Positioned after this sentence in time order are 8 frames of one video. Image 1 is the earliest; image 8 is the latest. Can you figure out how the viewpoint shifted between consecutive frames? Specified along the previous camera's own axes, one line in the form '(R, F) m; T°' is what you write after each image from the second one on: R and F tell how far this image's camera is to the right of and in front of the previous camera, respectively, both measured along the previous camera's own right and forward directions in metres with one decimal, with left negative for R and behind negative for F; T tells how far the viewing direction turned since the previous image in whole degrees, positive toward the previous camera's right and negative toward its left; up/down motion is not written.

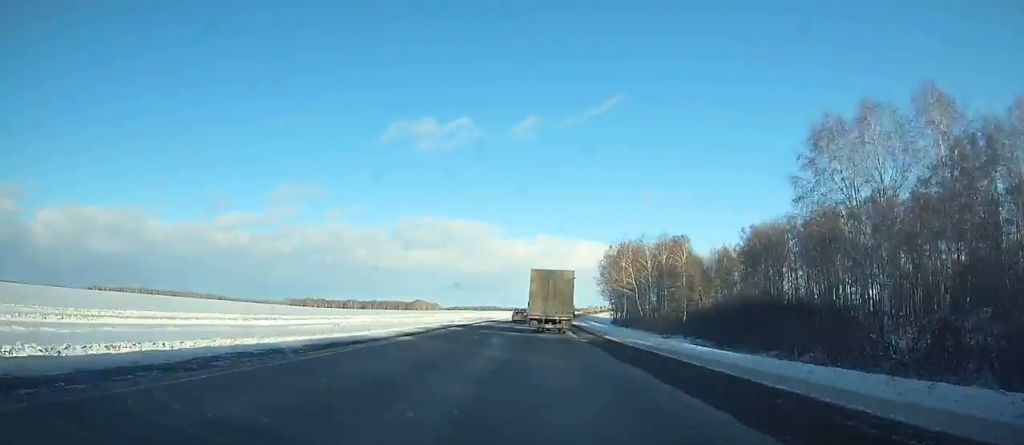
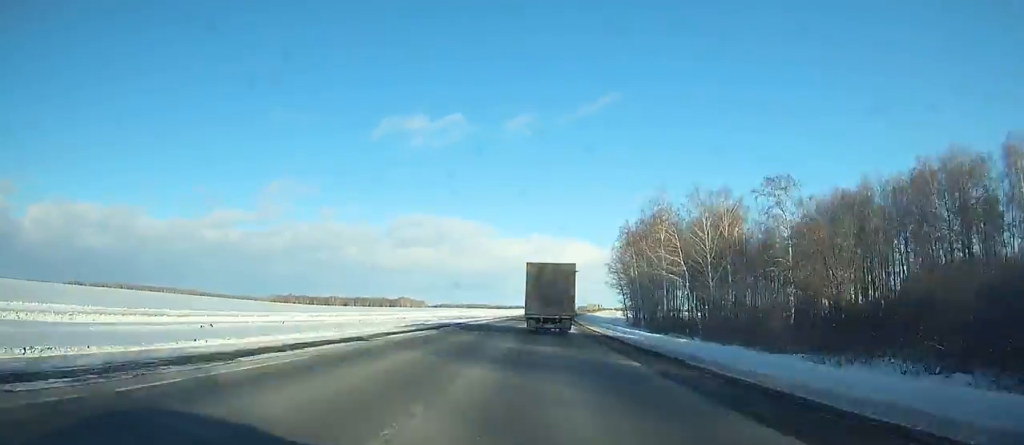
(-0.3, +38.5) m; +1°
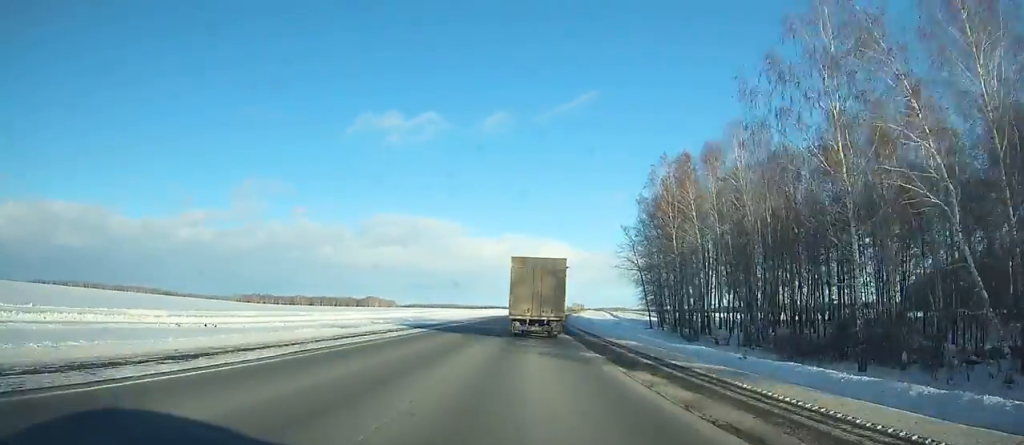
(+0.9, +45.0) m; +1°
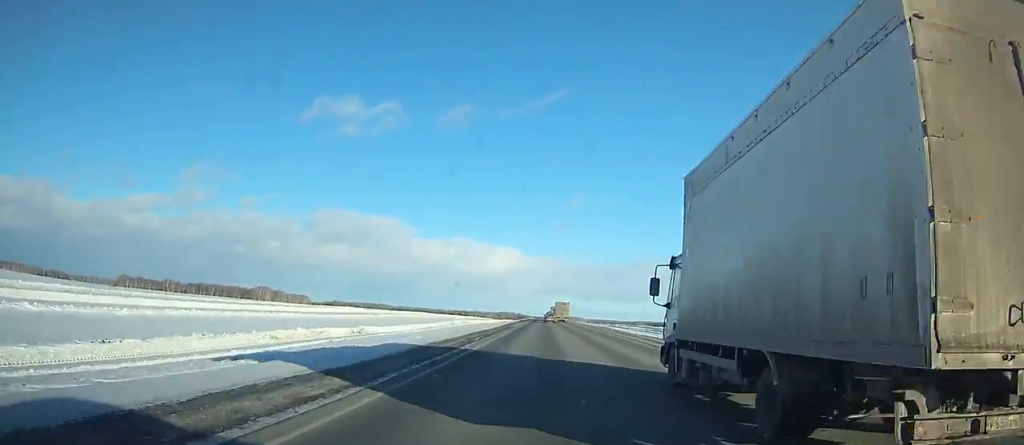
(+15.9, +253.2) m; +6°
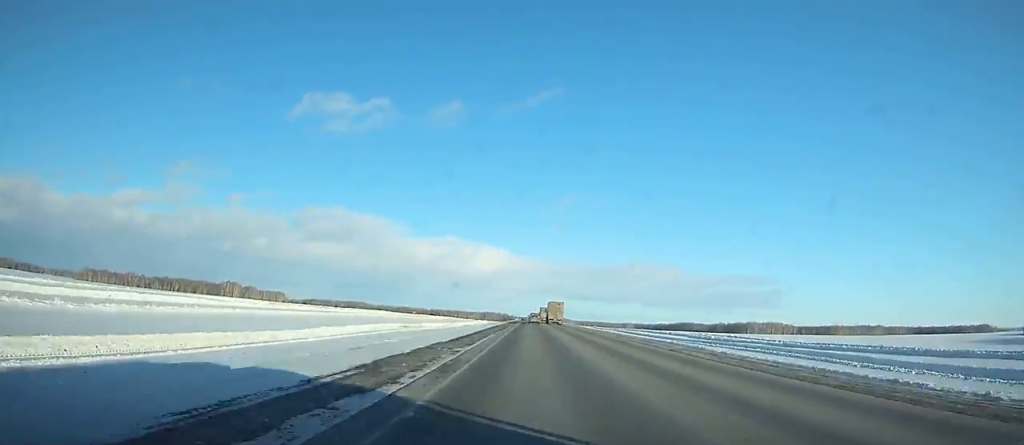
(+0.1, +53.7) m; +1°
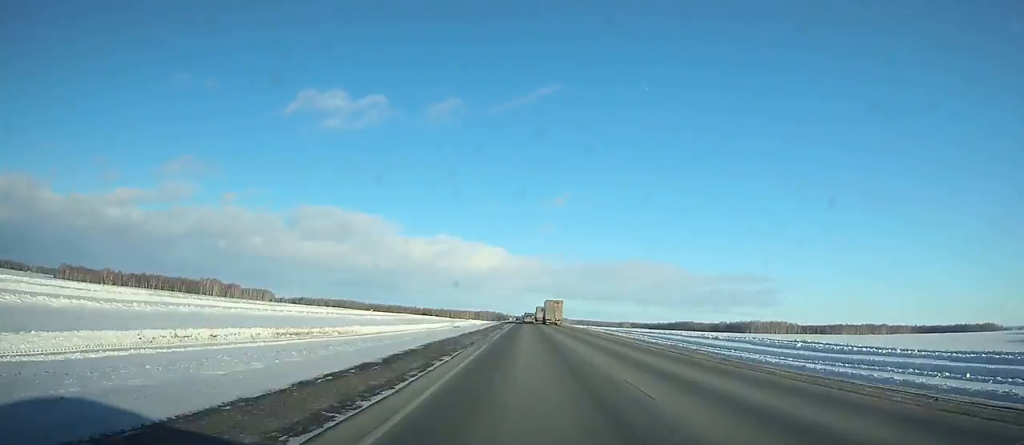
(-0.1, +39.9) m; 0°
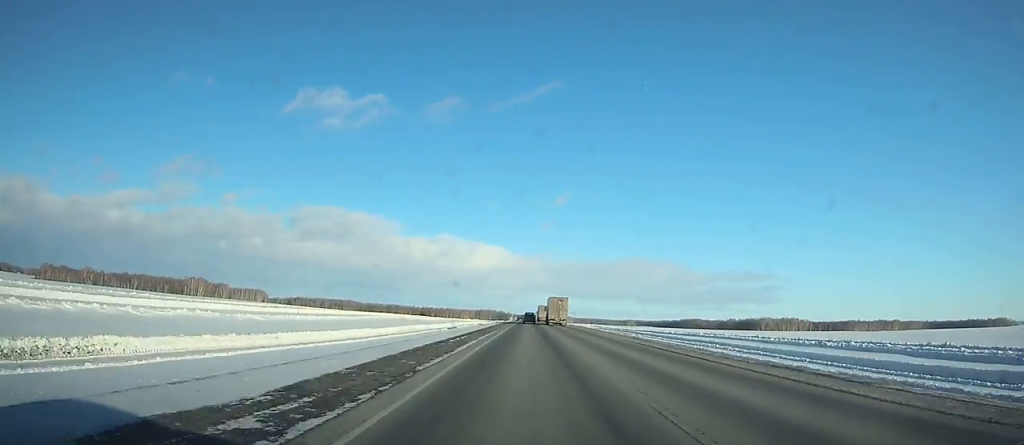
(+0.4, +38.3) m; 0°
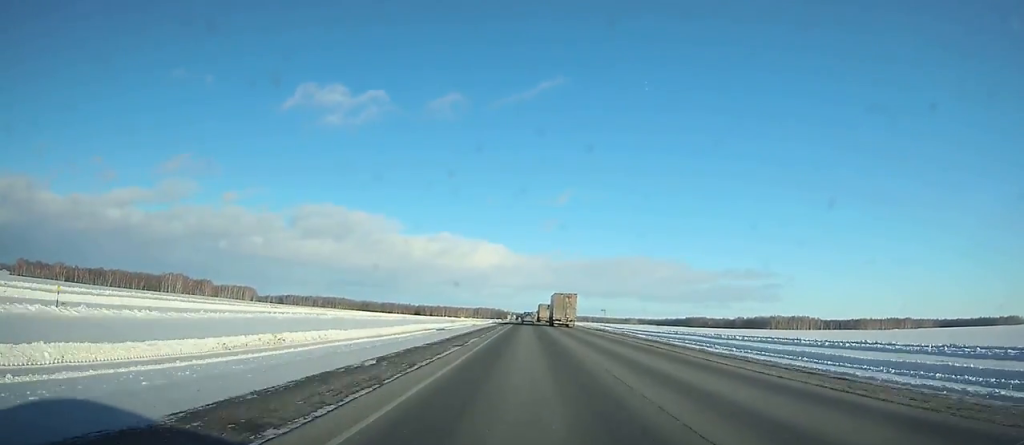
(+0.2, +44.2) m; 0°
